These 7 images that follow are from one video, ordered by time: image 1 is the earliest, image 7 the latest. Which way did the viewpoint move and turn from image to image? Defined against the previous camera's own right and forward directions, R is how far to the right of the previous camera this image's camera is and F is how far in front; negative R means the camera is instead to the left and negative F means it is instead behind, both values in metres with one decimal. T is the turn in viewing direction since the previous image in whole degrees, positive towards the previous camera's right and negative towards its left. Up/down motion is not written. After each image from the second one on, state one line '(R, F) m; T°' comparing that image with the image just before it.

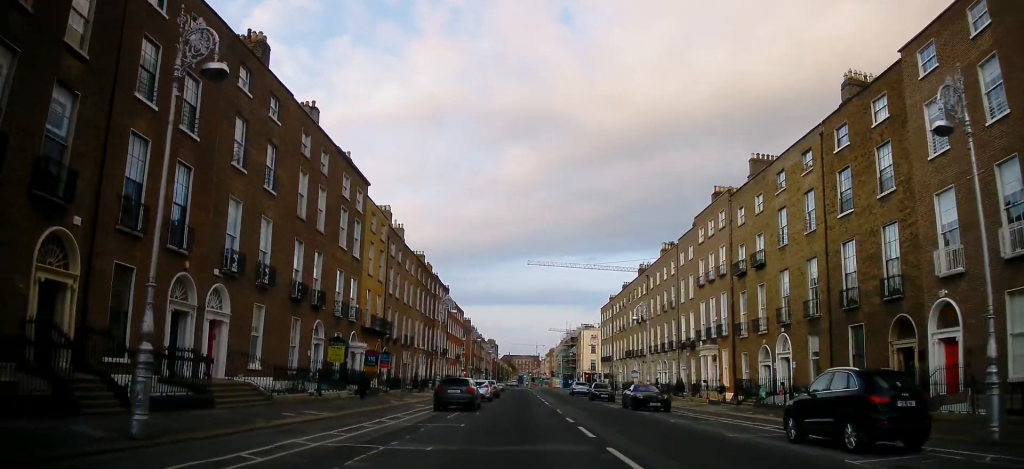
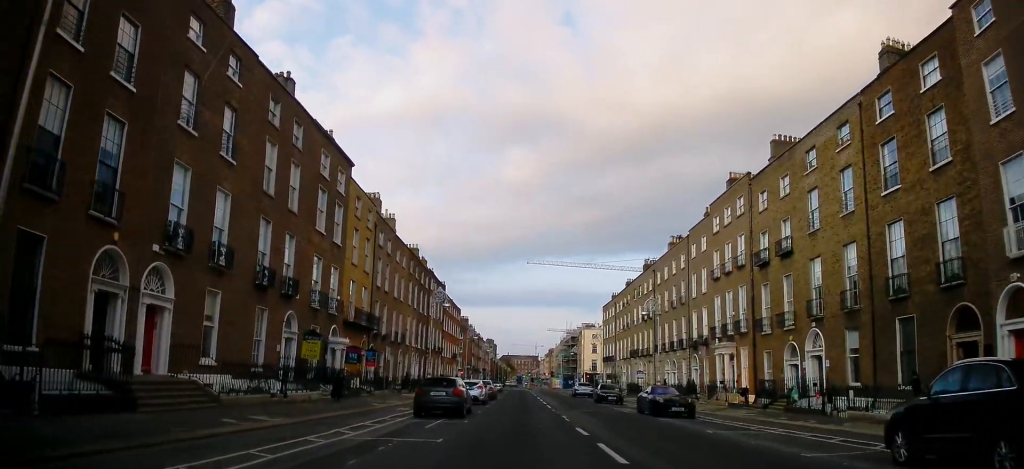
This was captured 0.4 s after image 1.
(+0.1, +4.3) m; +1°
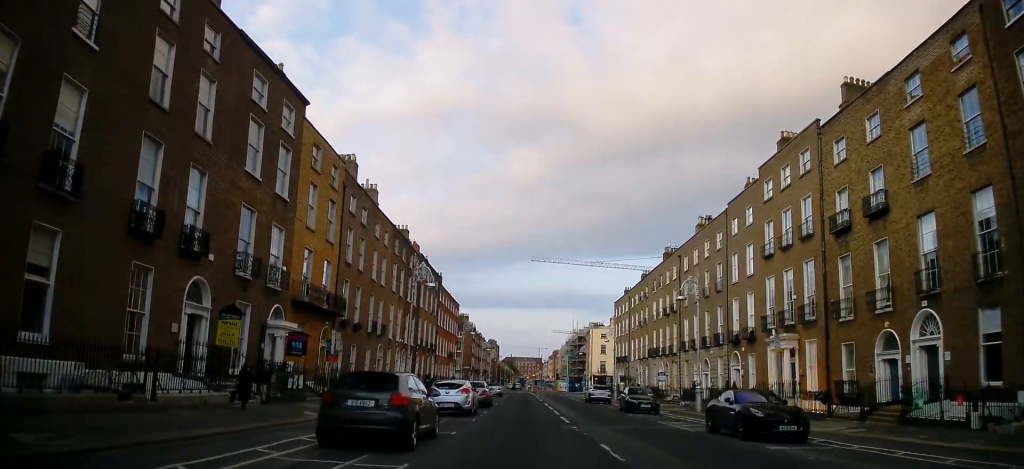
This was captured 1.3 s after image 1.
(+0.2, +9.8) m; +1°
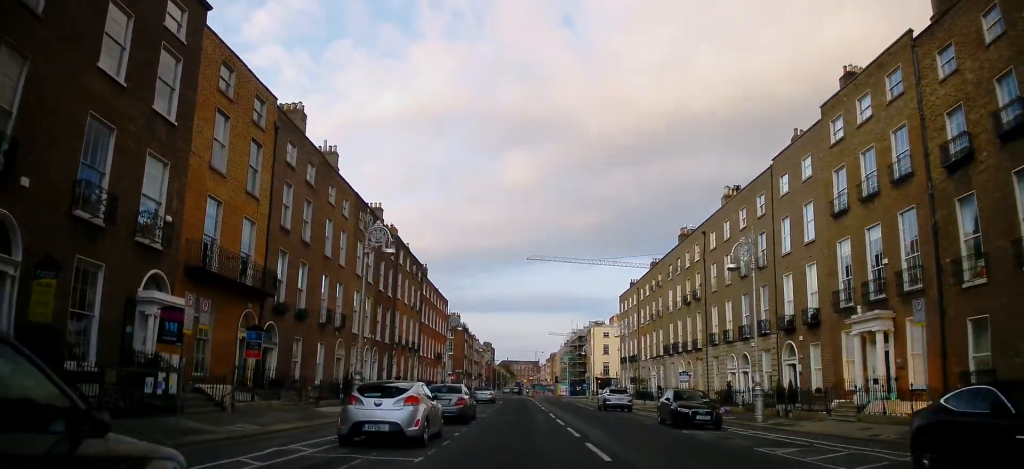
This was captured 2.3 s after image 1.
(0.0, +10.1) m; 0°
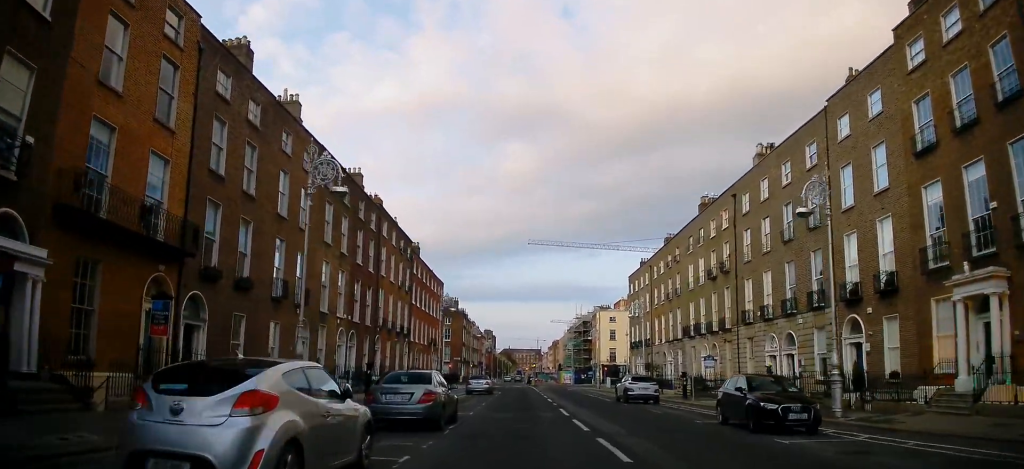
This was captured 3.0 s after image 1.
(0.0, +7.6) m; 0°
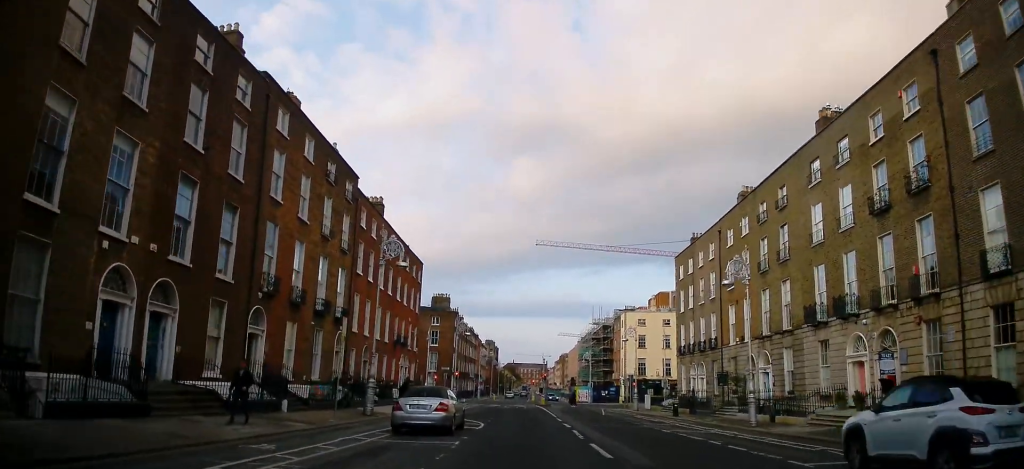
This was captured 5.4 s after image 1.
(0.0, +24.6) m; 0°
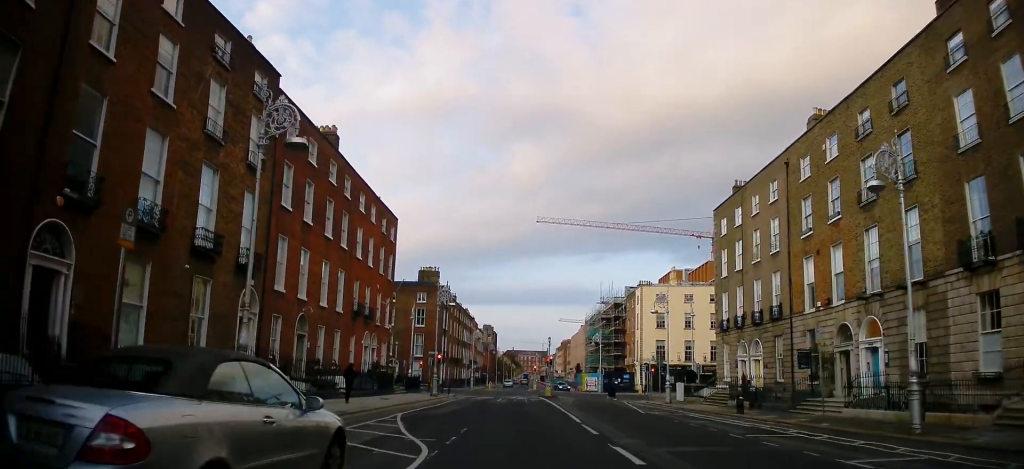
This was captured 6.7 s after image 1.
(-0.2, +13.9) m; -1°
